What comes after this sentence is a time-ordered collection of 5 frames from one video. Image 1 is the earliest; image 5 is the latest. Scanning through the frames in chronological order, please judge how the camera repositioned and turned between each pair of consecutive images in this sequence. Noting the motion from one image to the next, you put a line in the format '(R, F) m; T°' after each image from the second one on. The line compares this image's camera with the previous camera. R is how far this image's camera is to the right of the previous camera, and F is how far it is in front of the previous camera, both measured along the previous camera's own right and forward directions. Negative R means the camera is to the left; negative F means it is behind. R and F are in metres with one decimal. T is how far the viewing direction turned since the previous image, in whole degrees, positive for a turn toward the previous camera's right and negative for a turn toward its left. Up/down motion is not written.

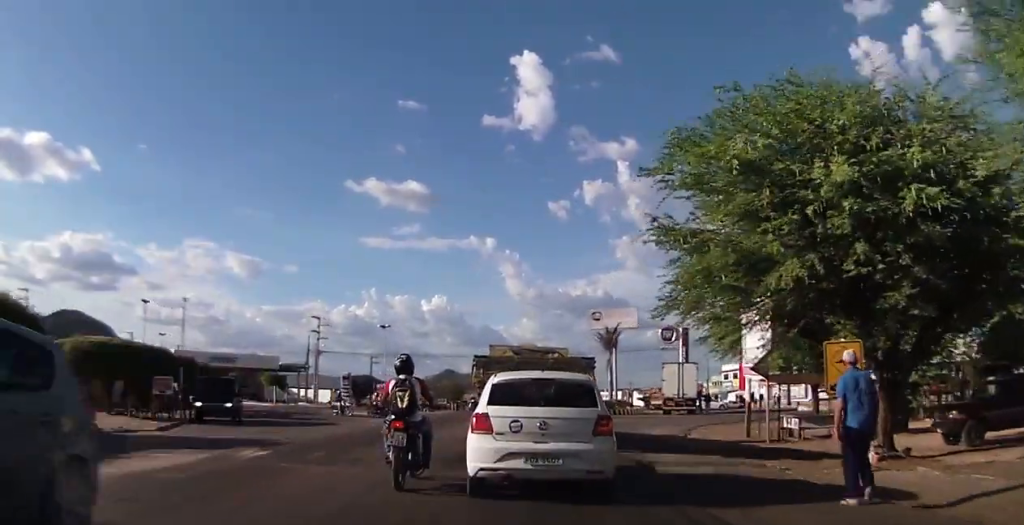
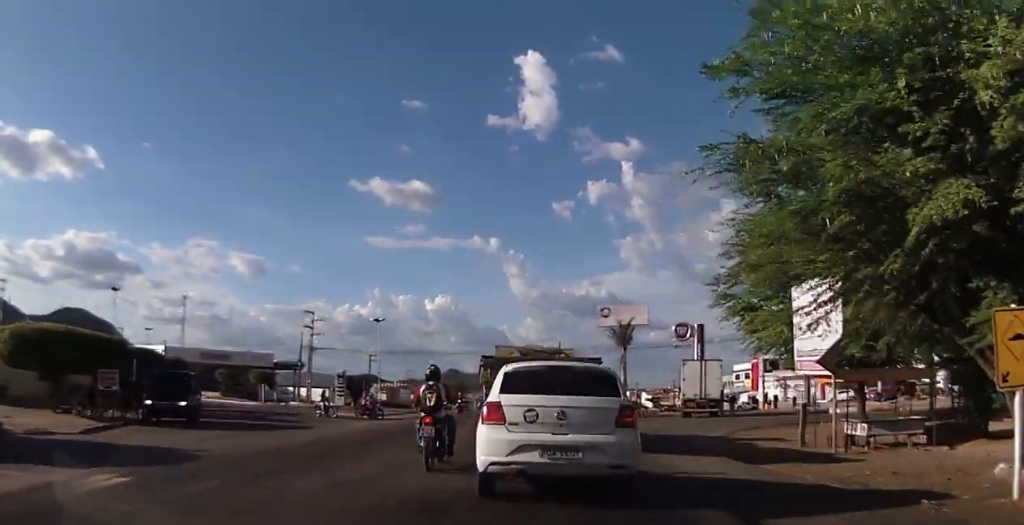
(+0.1, +5.3) m; +1°
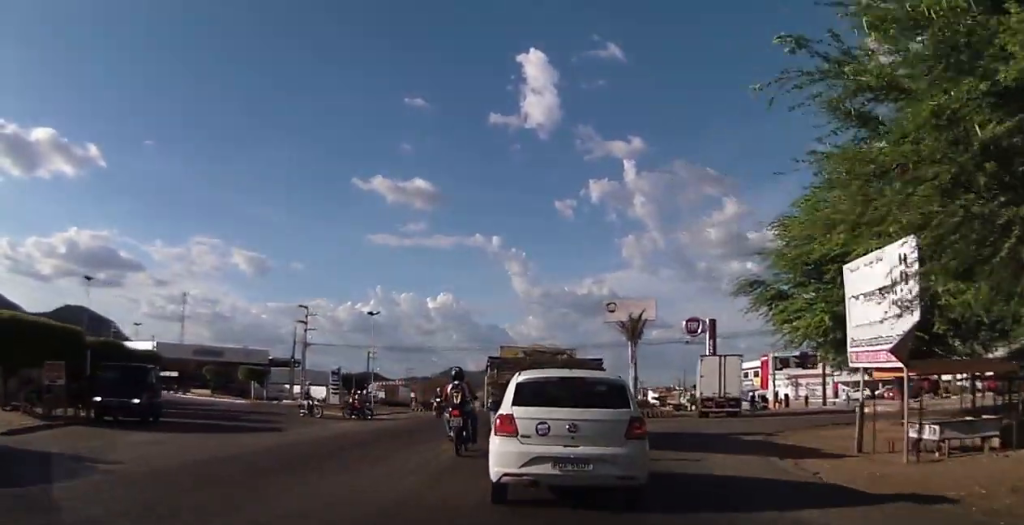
(0.0, +3.9) m; +1°
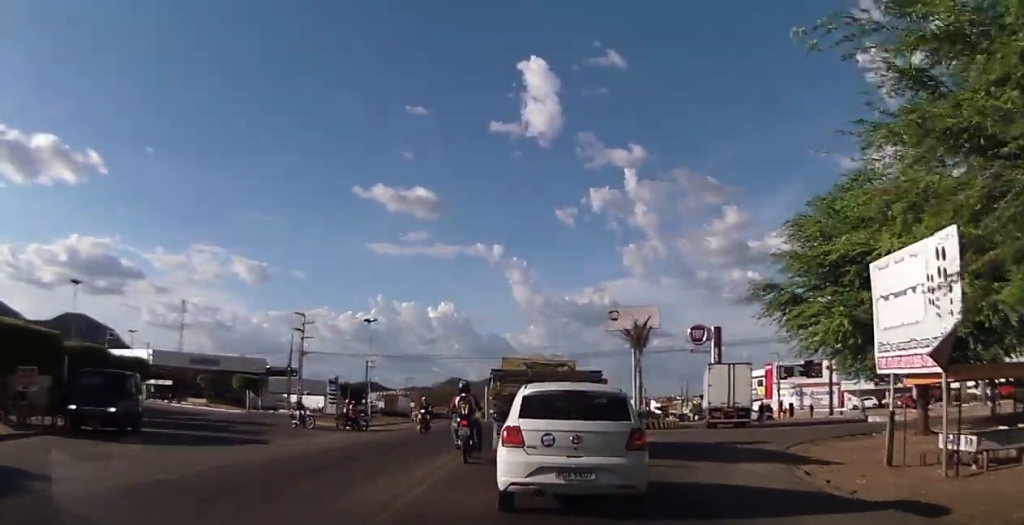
(0.0, +1.7) m; 0°
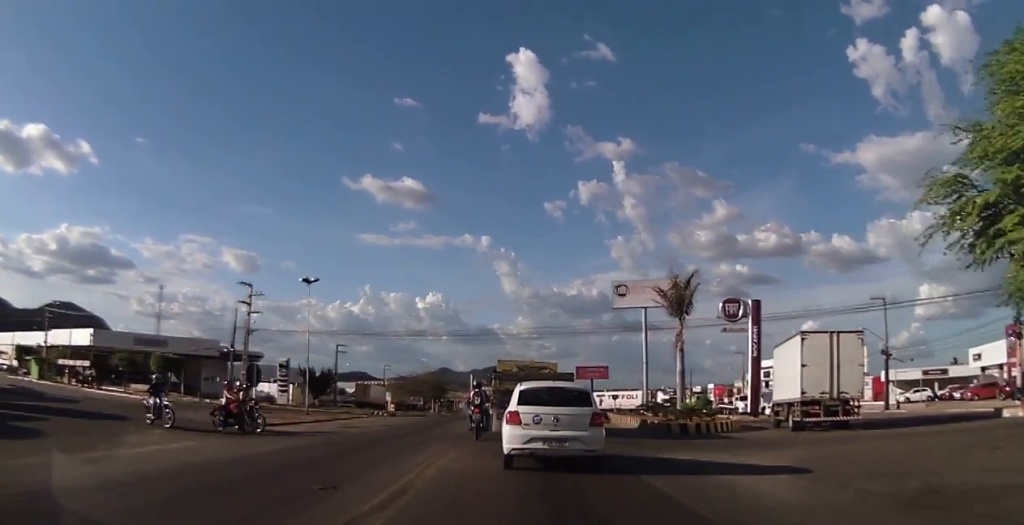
(-0.8, +14.0) m; 0°
